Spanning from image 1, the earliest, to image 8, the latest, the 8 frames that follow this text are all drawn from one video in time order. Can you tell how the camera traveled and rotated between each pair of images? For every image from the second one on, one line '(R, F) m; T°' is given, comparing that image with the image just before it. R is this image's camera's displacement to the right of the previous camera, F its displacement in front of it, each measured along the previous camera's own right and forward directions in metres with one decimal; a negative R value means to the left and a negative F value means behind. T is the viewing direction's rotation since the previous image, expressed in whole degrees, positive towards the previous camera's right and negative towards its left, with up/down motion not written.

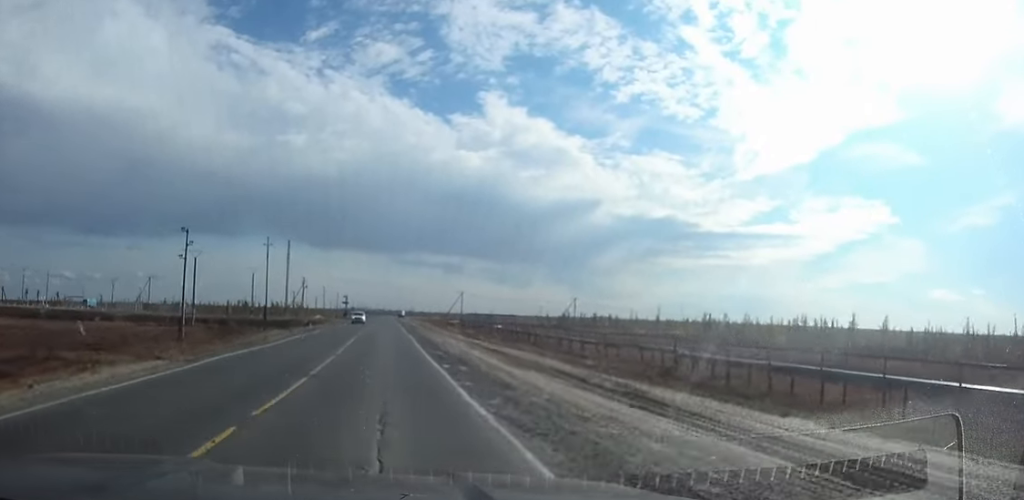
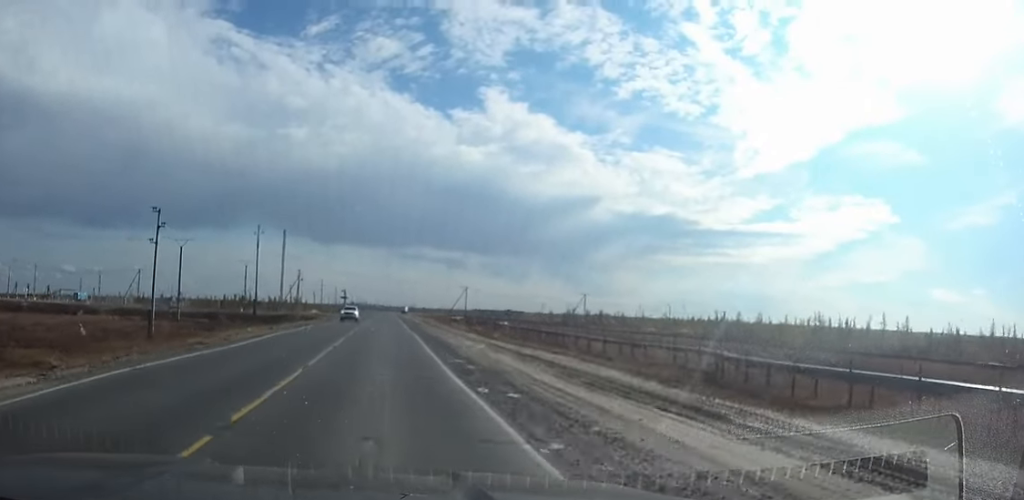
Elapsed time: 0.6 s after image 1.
(0.0, +10.0) m; 0°
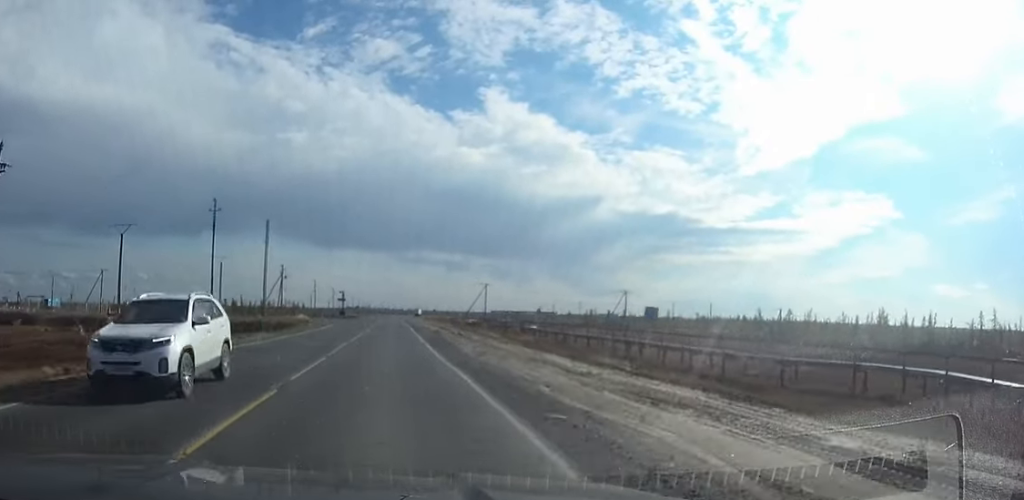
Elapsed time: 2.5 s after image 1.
(-0.1, +29.7) m; 0°
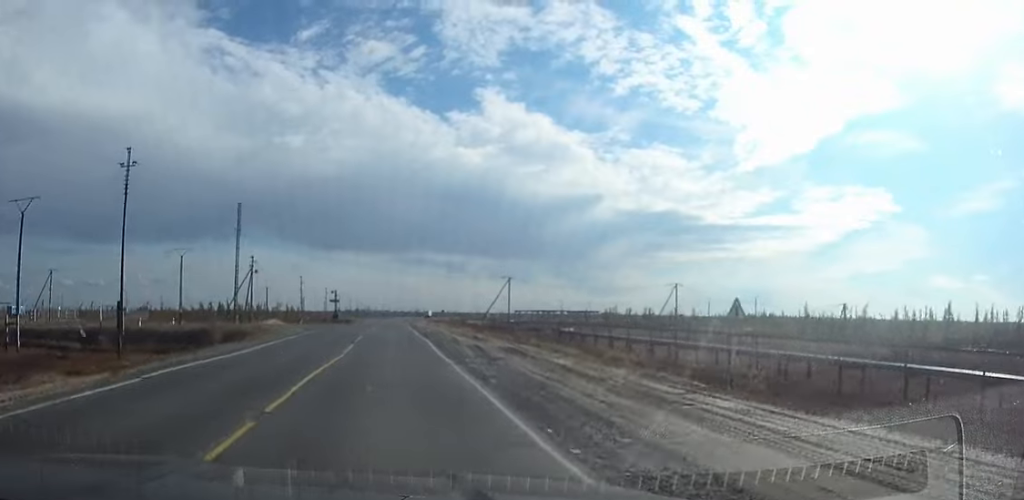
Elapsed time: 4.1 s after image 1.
(0.0, +26.4) m; 0°
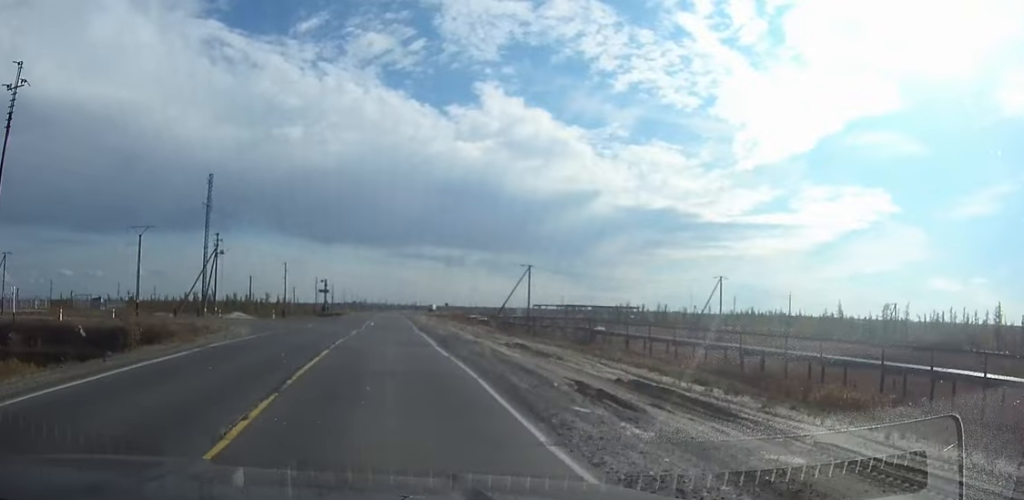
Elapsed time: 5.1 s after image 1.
(0.0, +17.7) m; 0°
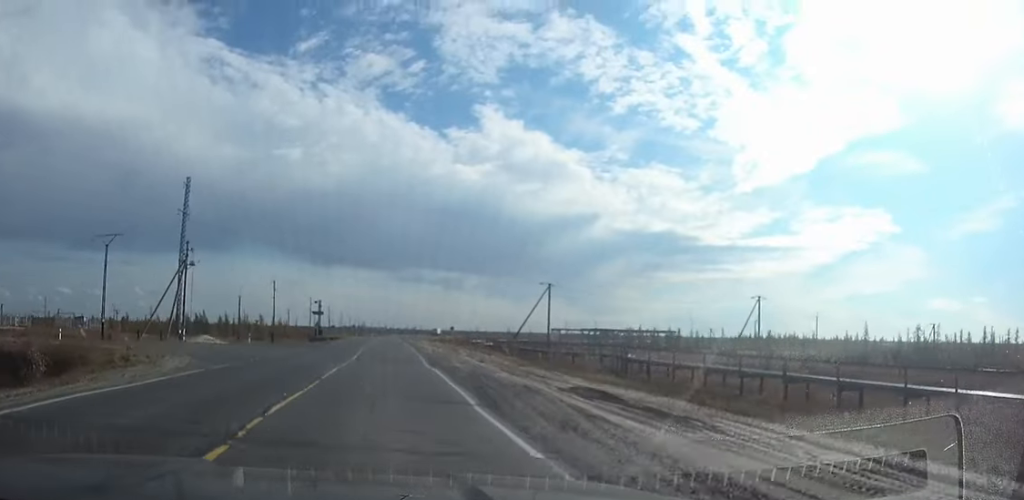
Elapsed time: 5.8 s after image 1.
(0.0, +11.4) m; 0°
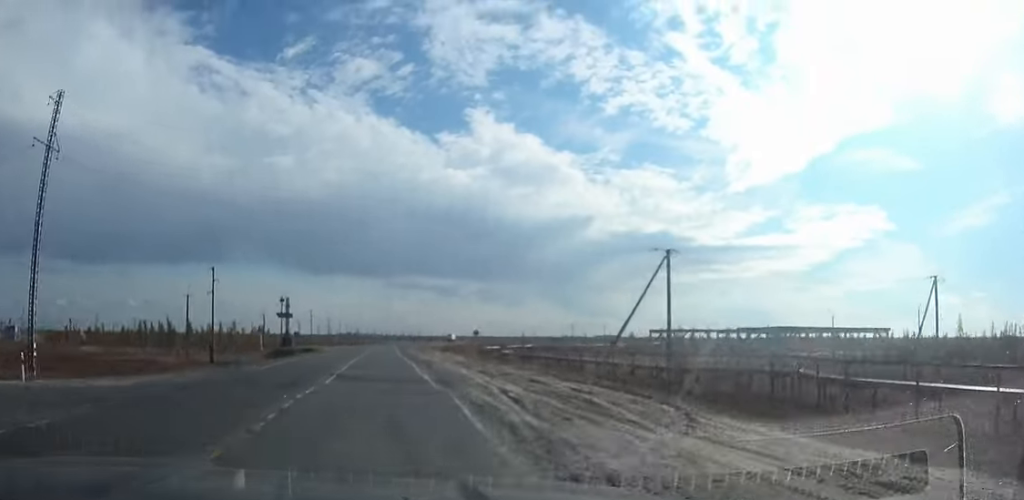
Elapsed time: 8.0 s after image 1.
(+0.1, +30.7) m; +1°
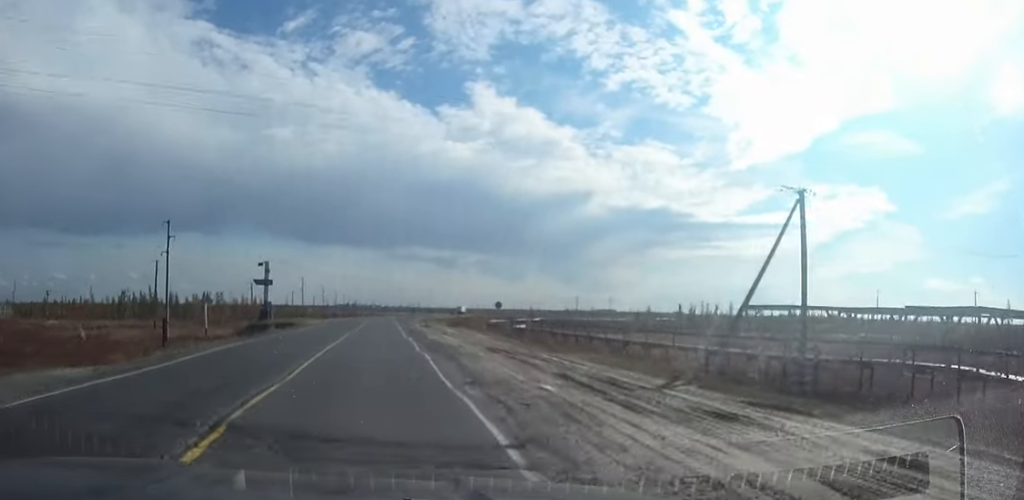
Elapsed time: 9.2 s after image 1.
(0.0, +13.5) m; 0°
